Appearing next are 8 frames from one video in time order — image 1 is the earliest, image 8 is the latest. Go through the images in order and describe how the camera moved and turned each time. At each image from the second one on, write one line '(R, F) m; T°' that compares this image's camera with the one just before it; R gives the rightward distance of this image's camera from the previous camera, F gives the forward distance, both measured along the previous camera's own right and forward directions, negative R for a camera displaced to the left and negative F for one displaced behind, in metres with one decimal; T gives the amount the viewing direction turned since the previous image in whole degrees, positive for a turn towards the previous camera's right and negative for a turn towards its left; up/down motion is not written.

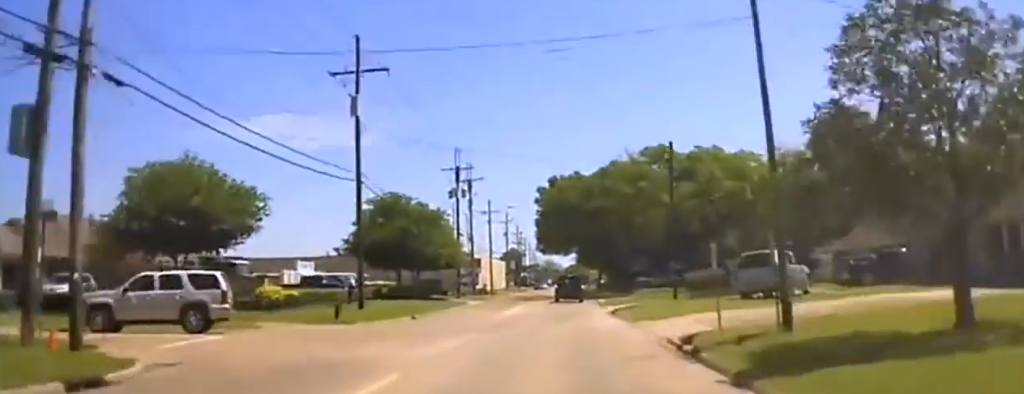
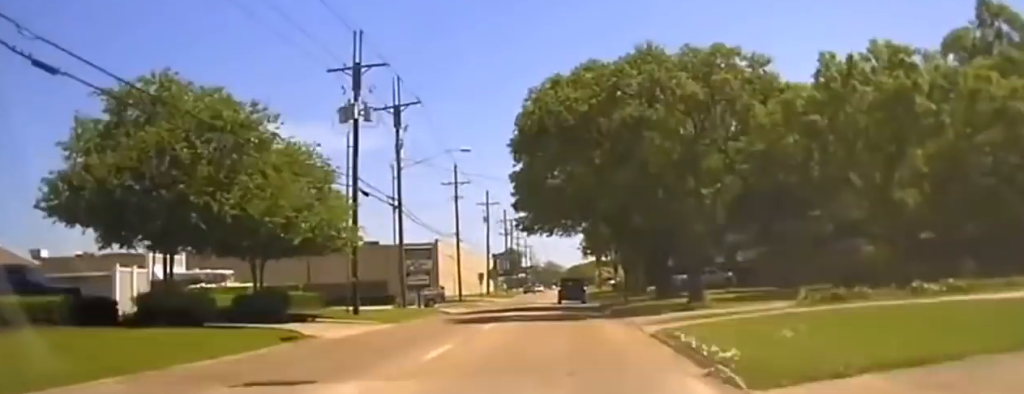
(0.0, +46.1) m; 0°
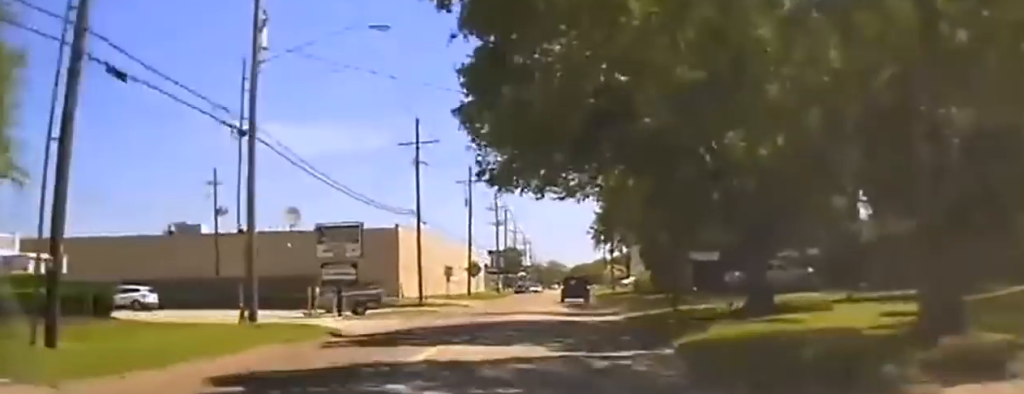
(0.0, +32.3) m; 0°
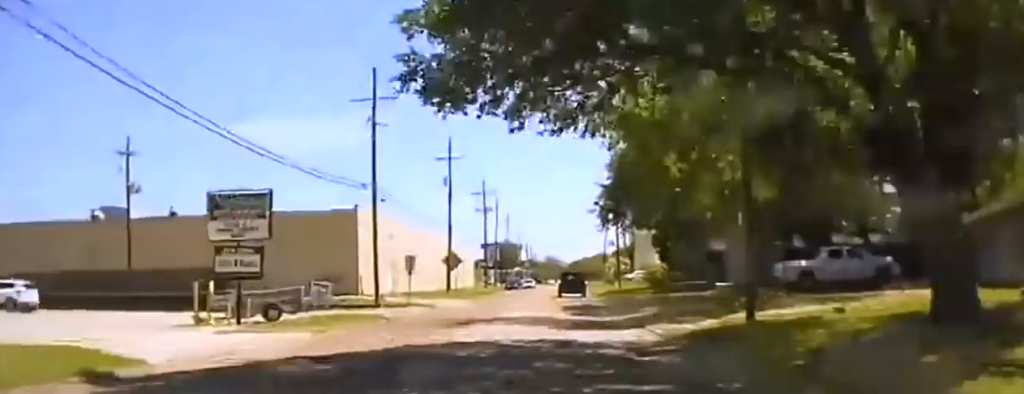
(0.0, +17.9) m; 0°
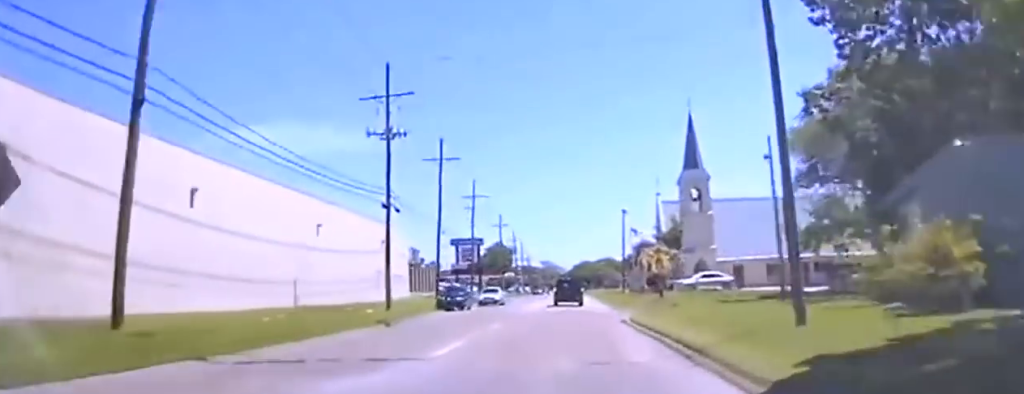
(+0.6, +58.5) m; +1°
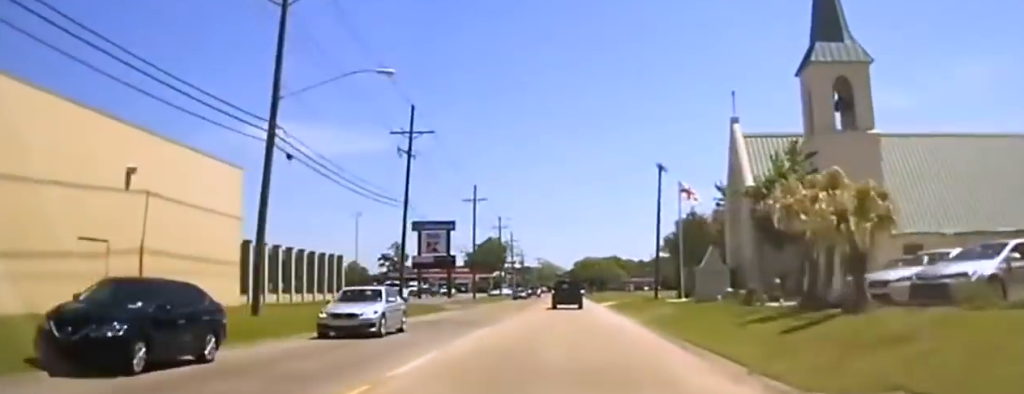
(-0.3, +33.1) m; -1°
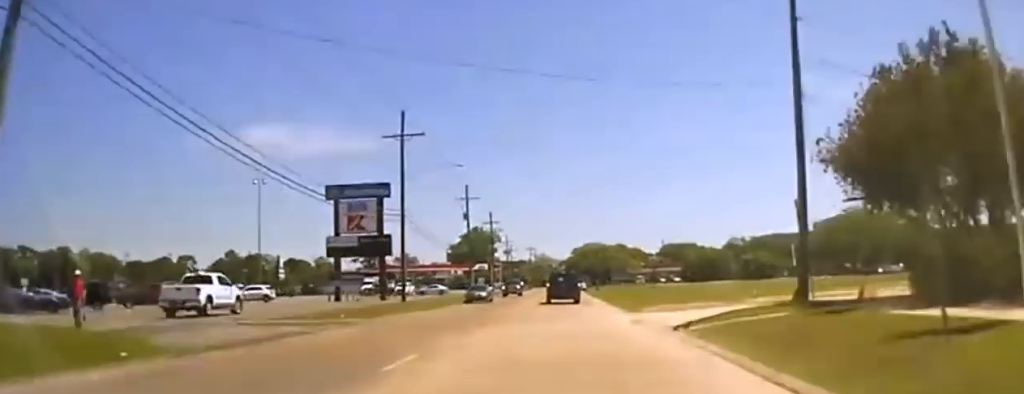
(-0.1, +33.5) m; 0°
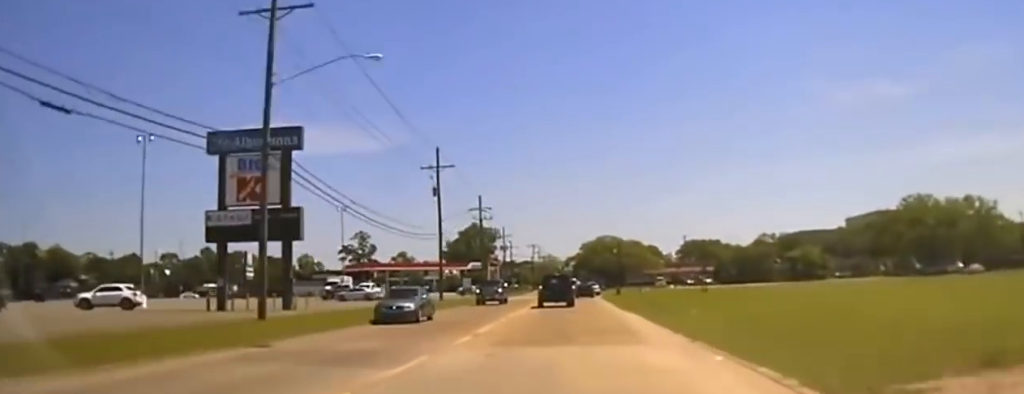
(-0.1, +31.2) m; -1°
